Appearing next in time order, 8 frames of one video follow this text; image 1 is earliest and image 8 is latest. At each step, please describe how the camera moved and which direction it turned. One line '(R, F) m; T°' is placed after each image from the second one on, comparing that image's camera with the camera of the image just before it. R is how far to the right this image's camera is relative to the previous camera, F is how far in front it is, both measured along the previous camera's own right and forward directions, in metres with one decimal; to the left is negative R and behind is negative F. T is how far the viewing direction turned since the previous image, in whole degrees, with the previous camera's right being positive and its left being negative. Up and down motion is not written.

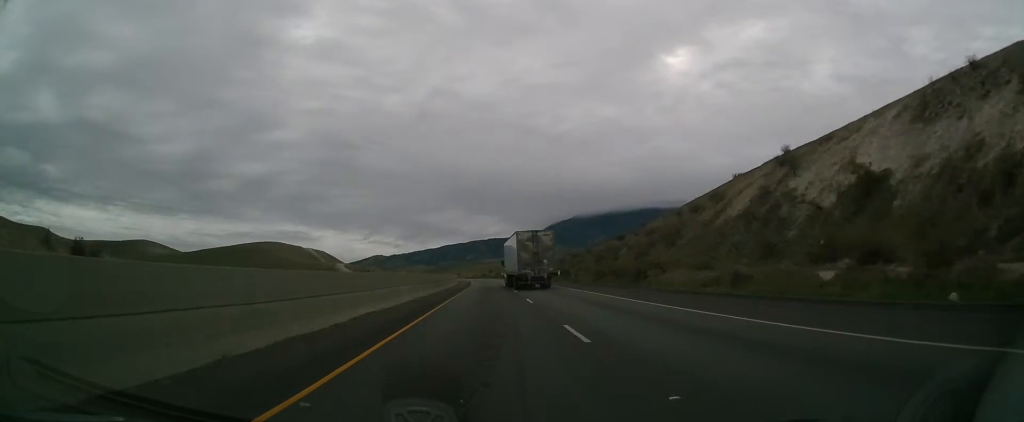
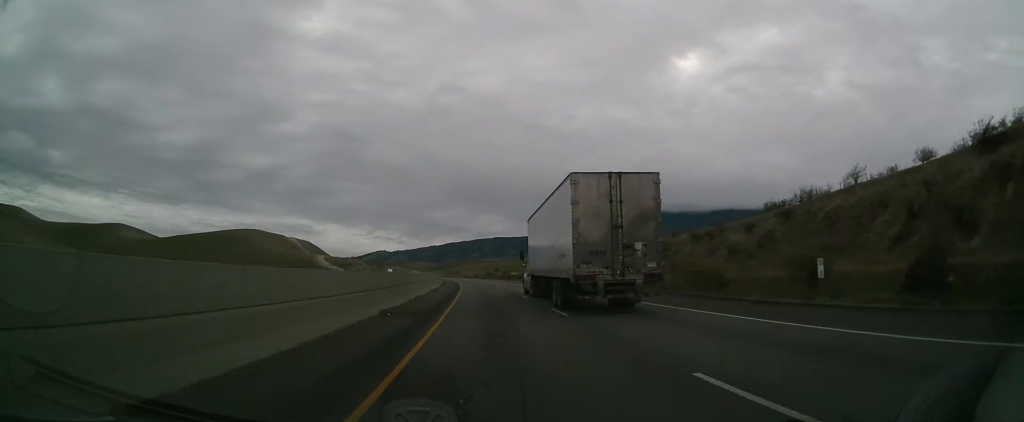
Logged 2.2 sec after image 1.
(-0.4, +59.8) m; -1°
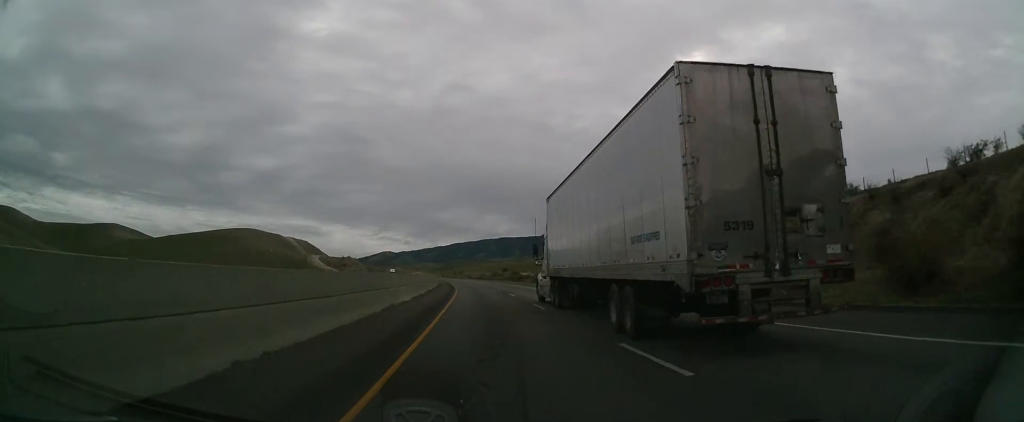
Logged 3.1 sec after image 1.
(-0.2, +25.6) m; -1°
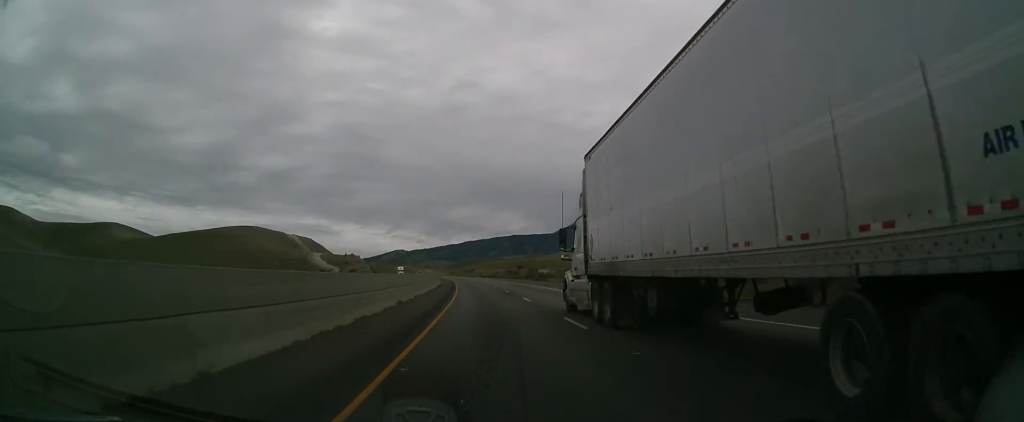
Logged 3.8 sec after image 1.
(-0.1, +24.7) m; 0°
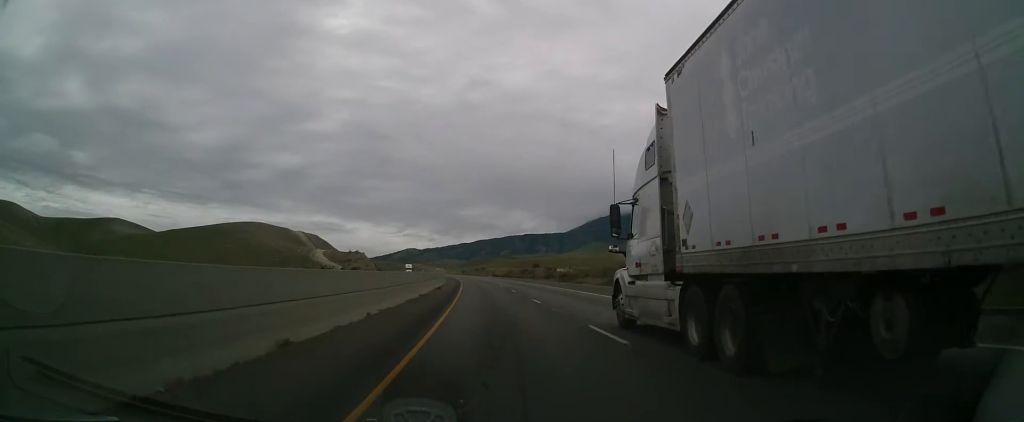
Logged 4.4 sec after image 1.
(-0.1, +20.0) m; 0°
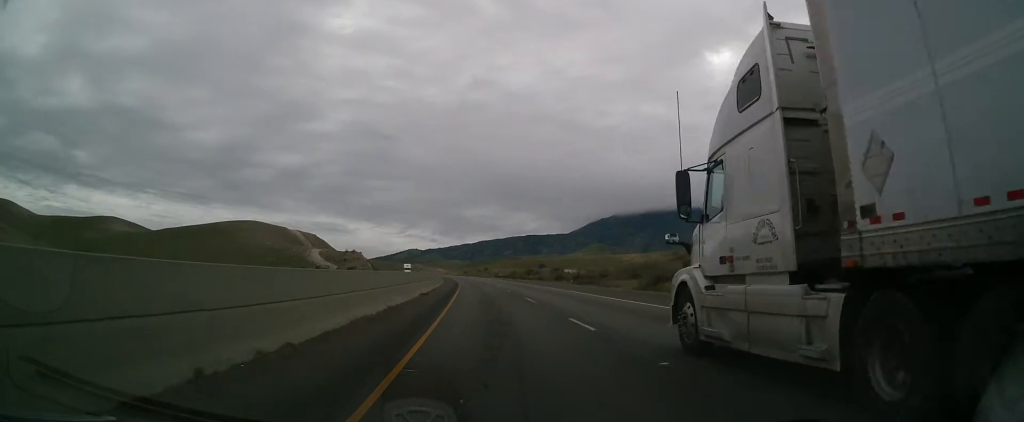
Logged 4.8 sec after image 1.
(0.0, +12.3) m; 0°
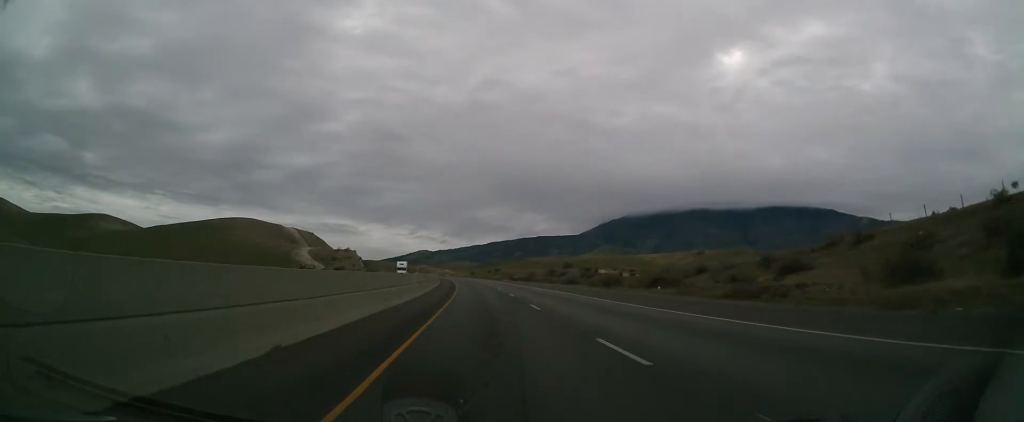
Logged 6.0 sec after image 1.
(-0.3, +34.7) m; -1°
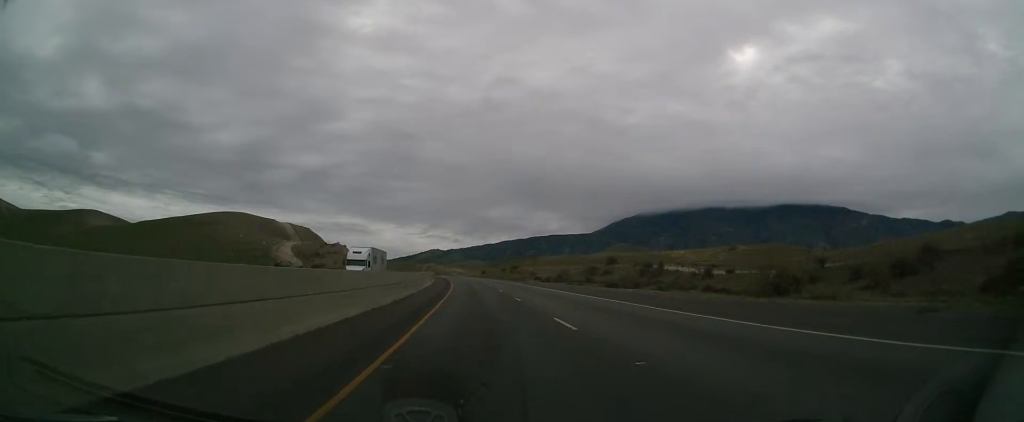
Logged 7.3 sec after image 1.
(-0.4, +37.5) m; -1°
